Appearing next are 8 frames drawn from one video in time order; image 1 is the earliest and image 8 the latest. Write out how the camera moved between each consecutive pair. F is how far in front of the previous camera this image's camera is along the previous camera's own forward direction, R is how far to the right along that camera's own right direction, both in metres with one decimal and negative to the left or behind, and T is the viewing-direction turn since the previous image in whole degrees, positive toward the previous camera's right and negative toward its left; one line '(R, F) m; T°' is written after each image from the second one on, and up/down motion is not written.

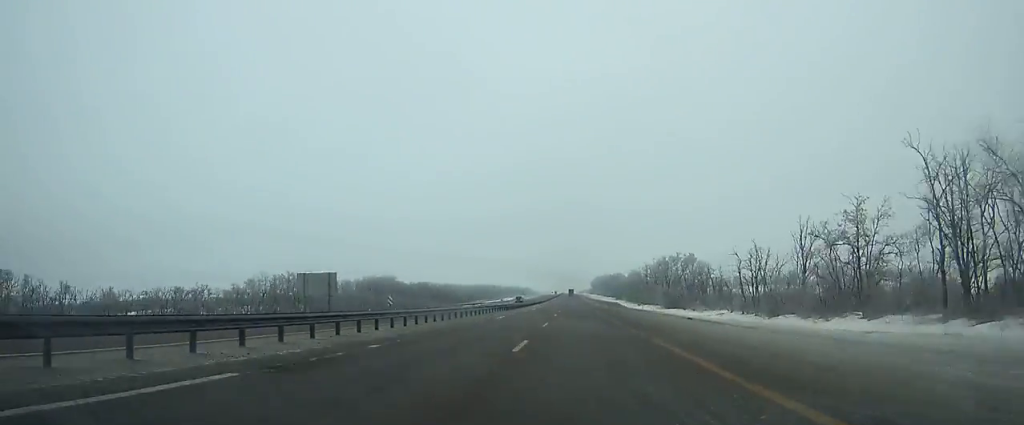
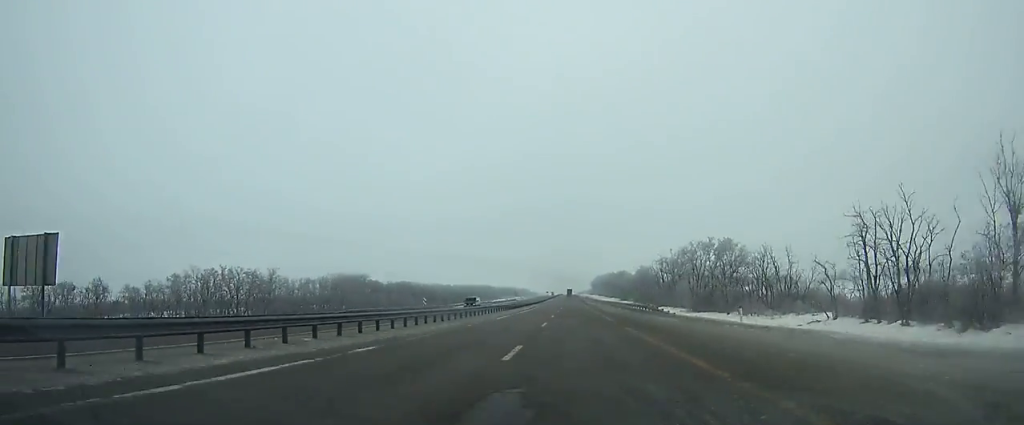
(+0.1, +33.9) m; 0°
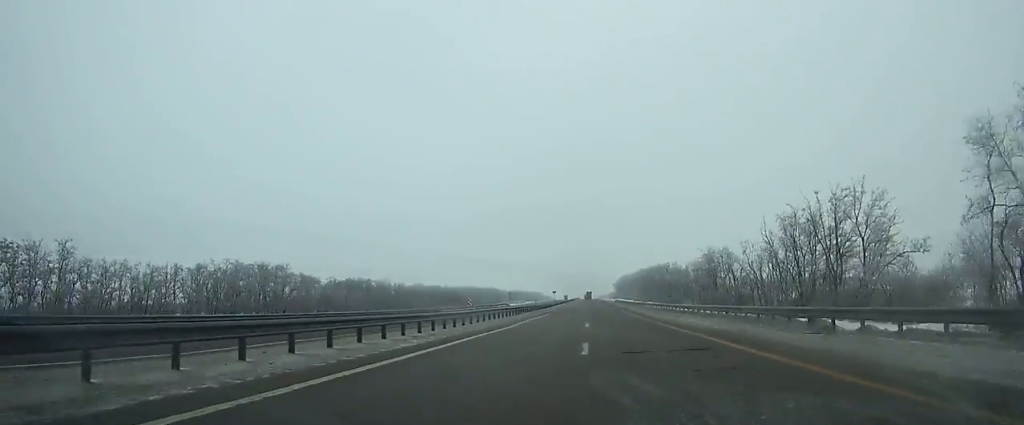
(-0.6, +78.8) m; 0°
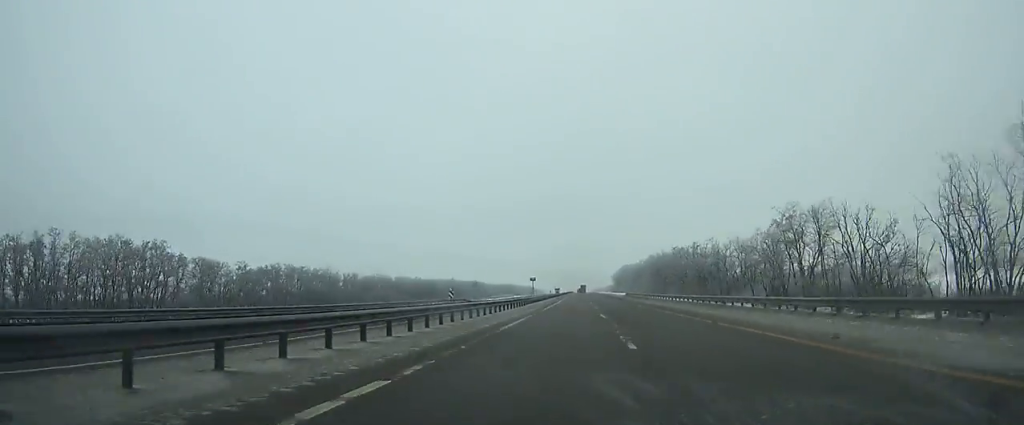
(+0.3, +47.8) m; 0°
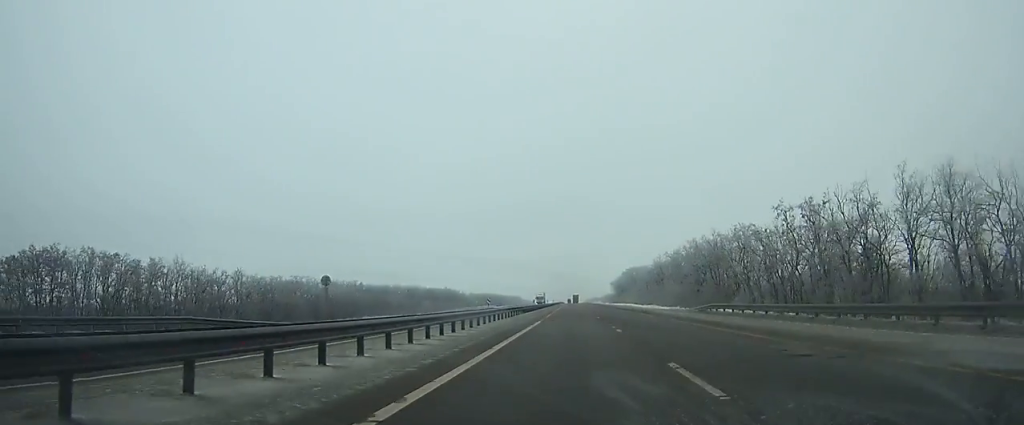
(+0.3, +69.5) m; 0°
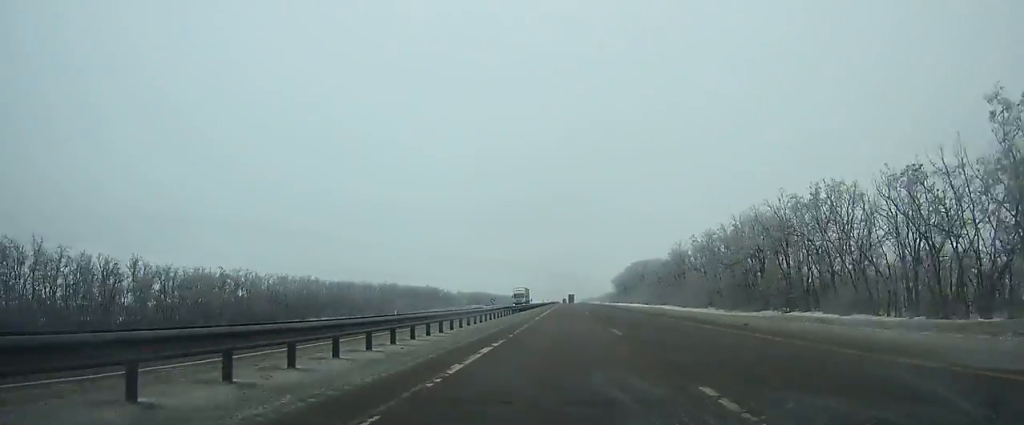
(+0.1, +34.9) m; 0°
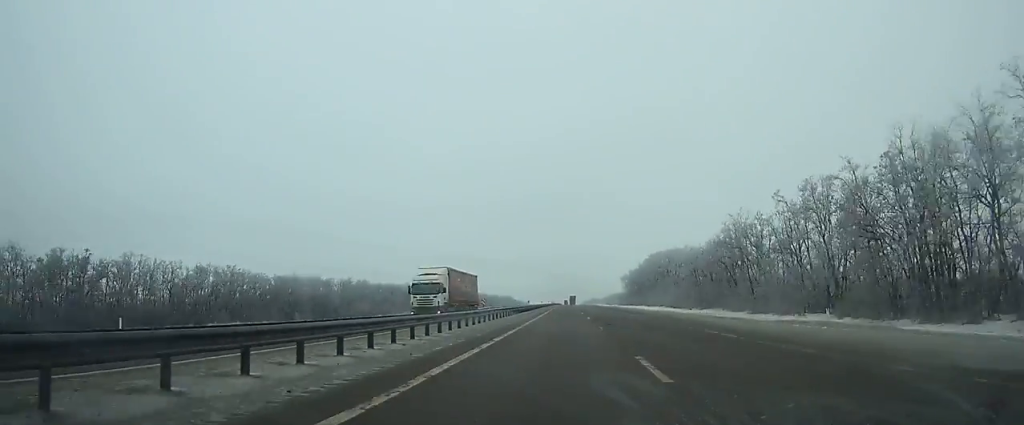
(0.0, +43.4) m; 0°
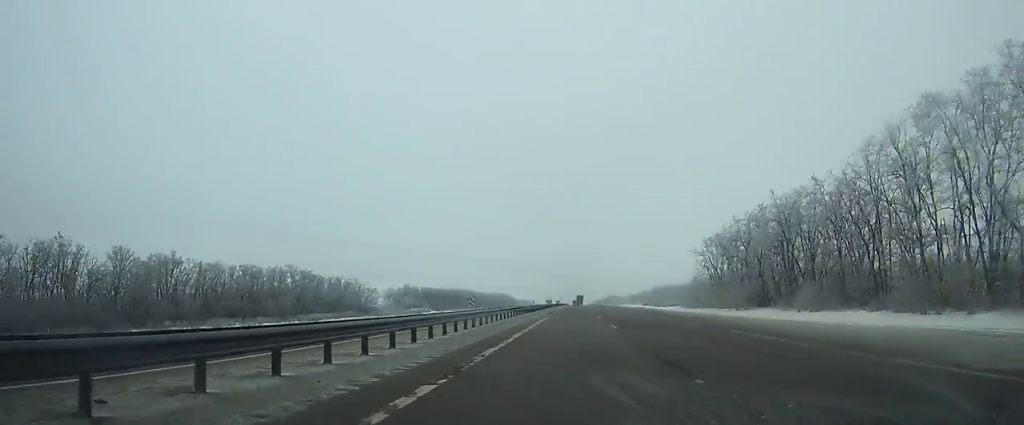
(-0.2, +128.4) m; 0°
